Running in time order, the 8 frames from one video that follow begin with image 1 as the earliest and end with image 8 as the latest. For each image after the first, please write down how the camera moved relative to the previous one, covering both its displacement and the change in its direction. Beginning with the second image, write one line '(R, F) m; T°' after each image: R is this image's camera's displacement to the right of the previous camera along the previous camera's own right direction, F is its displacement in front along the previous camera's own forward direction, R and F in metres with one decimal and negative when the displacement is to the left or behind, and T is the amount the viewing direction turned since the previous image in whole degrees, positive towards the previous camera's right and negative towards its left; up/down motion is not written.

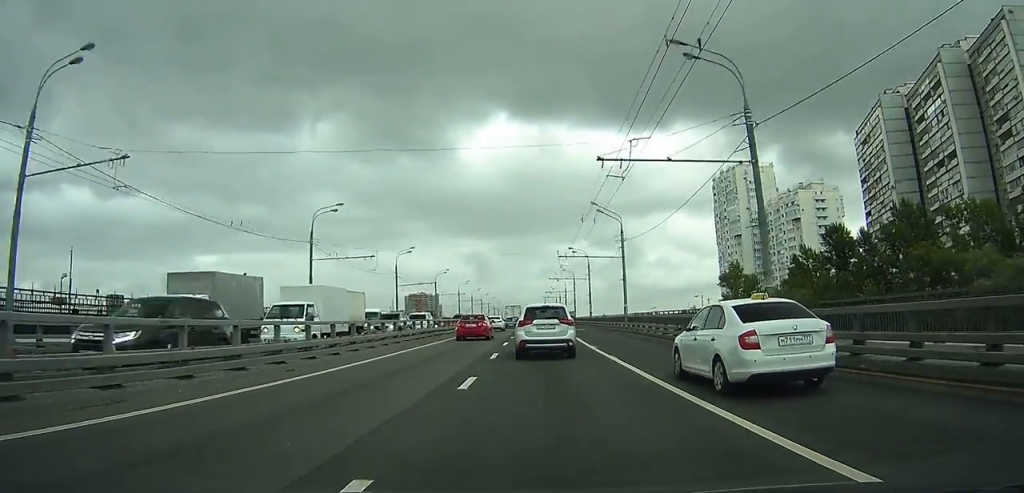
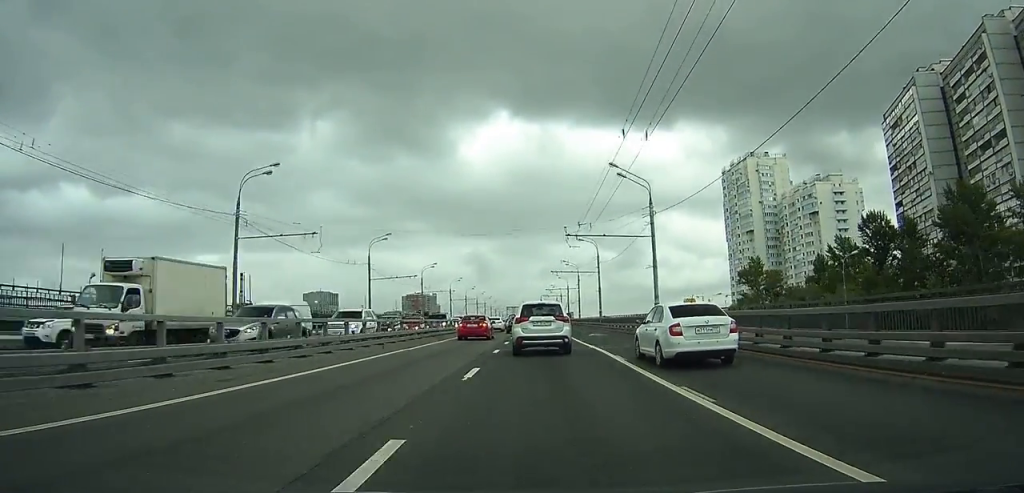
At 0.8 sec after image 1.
(-0.1, +14.5) m; 0°
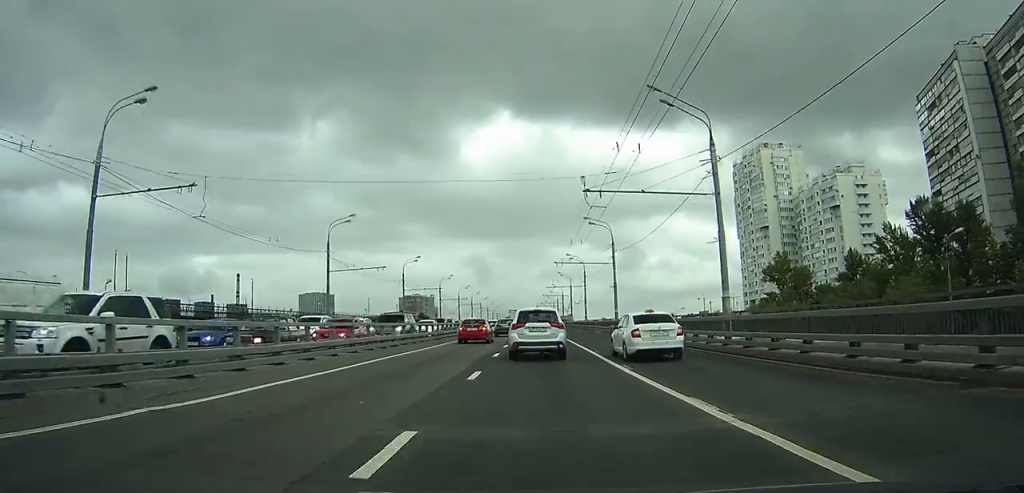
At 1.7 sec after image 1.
(0.0, +15.2) m; 0°
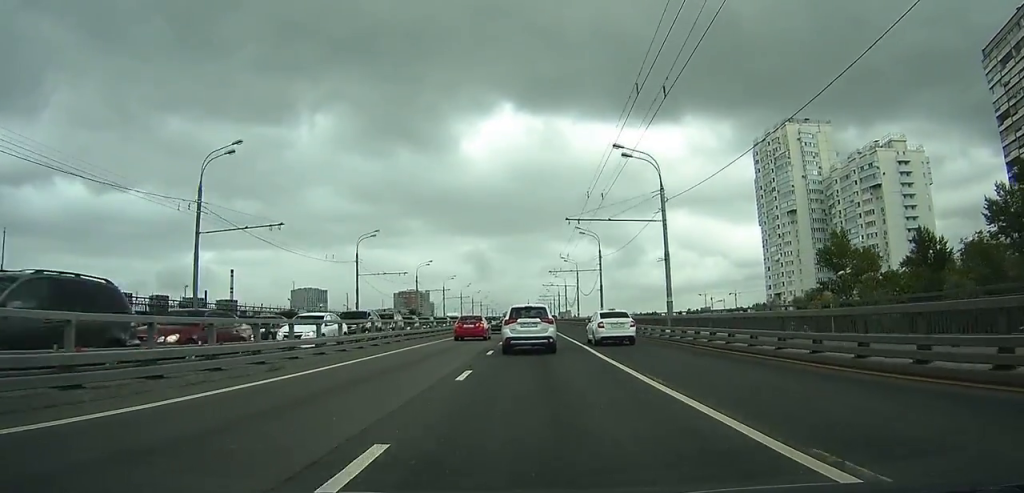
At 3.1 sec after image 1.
(+0.1, +24.7) m; 0°
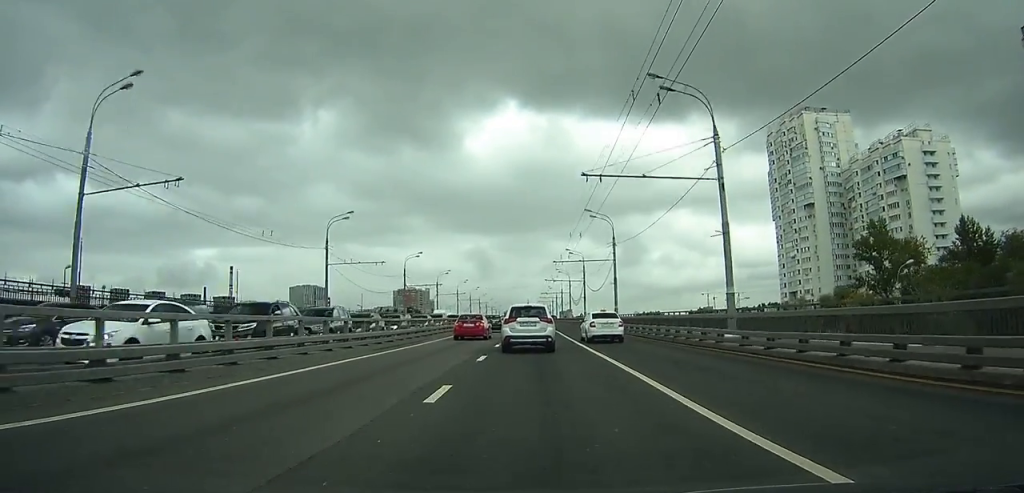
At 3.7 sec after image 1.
(0.0, +11.3) m; 0°
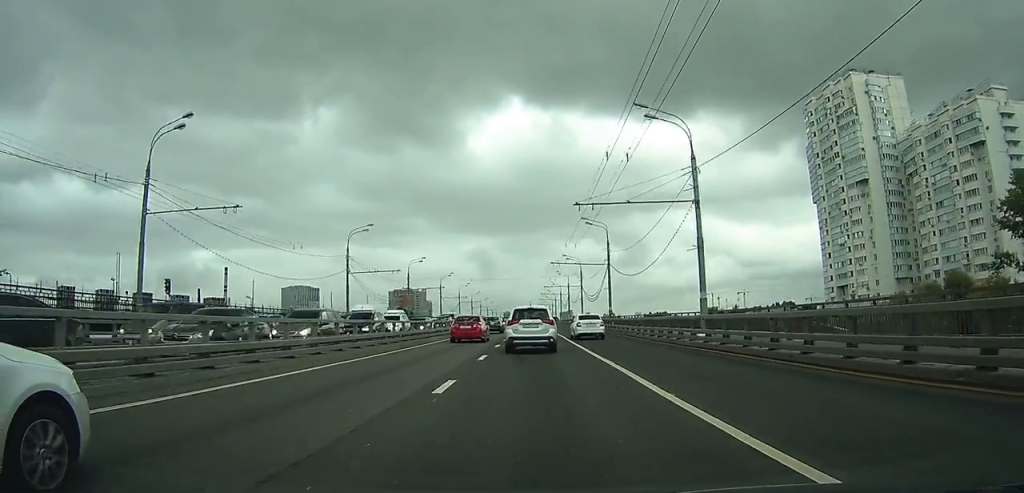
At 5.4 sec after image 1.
(-0.1, +30.8) m; 0°
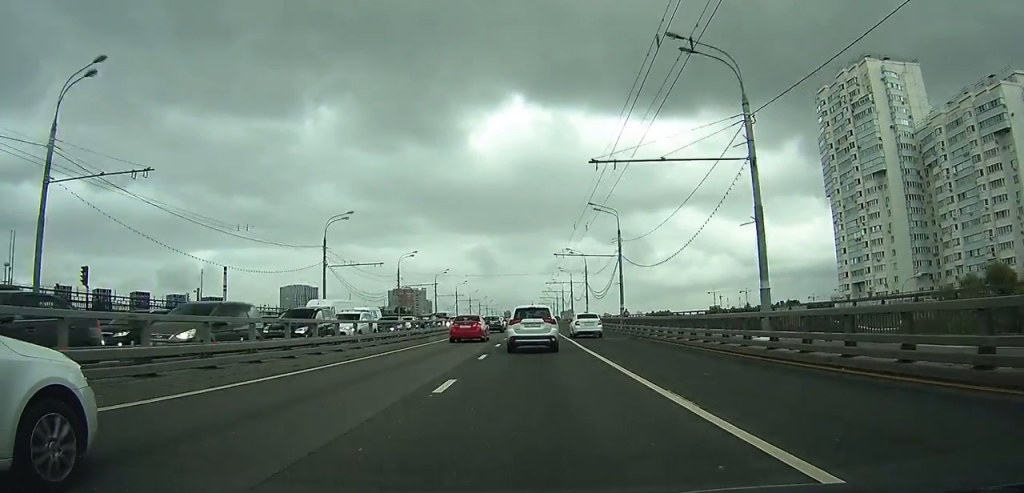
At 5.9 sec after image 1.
(0.0, +7.9) m; 0°
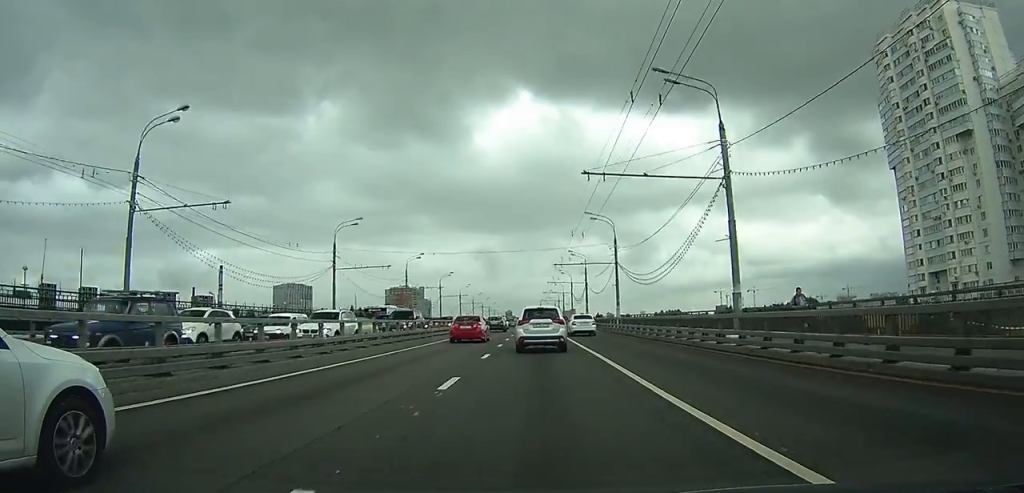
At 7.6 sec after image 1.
(-0.3, +31.4) m; -1°
